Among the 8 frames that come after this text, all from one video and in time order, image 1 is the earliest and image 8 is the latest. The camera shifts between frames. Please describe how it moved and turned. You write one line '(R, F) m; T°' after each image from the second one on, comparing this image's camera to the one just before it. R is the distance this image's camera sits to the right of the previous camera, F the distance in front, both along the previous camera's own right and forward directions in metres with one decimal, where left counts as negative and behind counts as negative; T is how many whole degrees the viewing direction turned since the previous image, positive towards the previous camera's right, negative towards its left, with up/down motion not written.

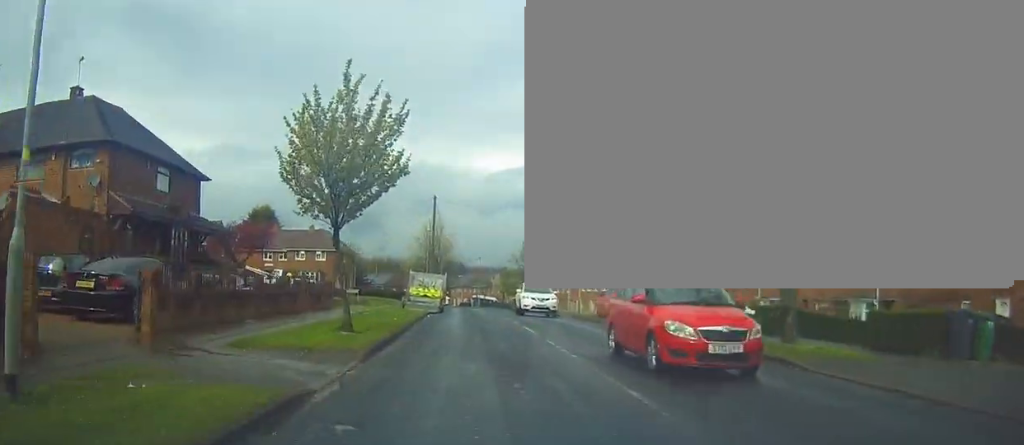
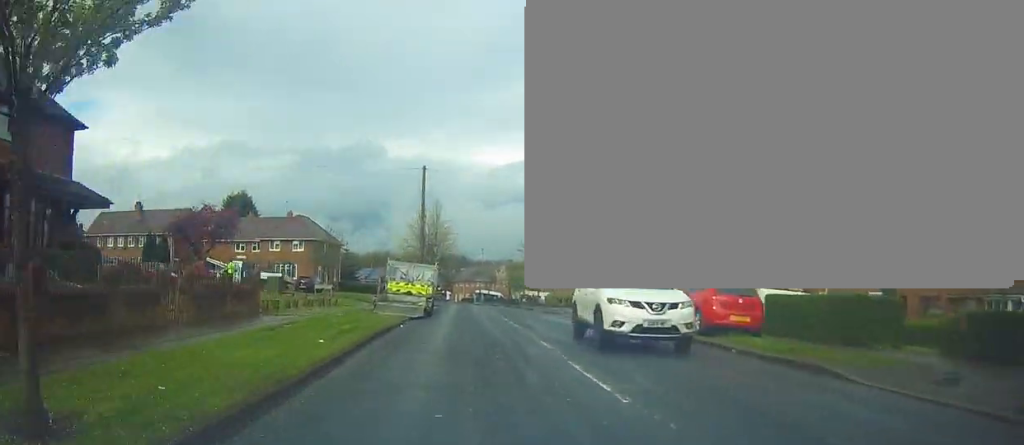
(-0.2, +10.9) m; 0°
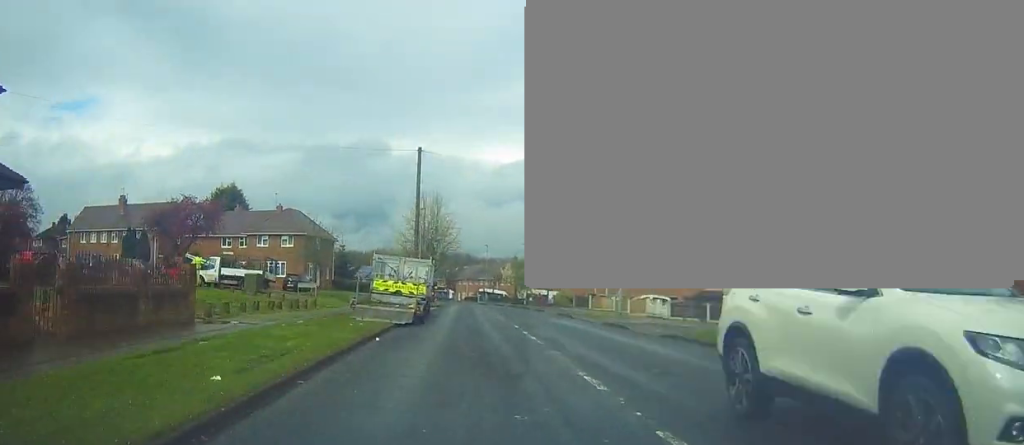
(0.0, +5.1) m; +1°
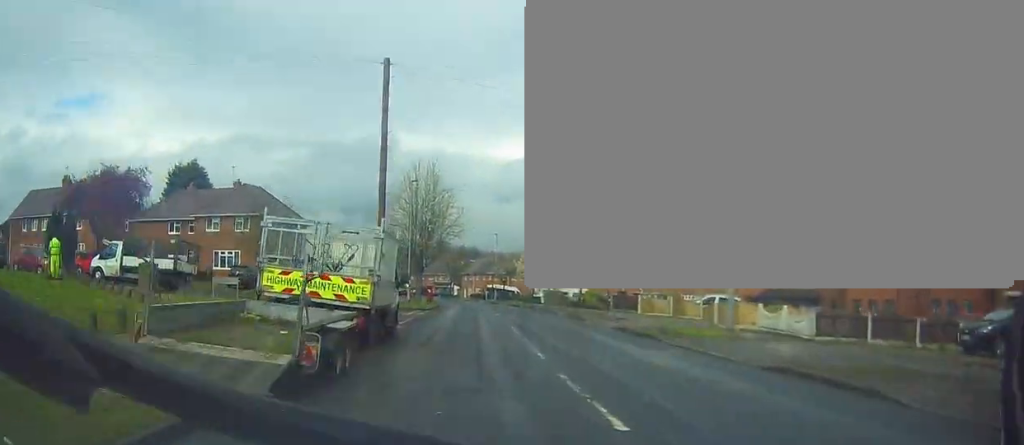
(+0.1, +14.0) m; -1°
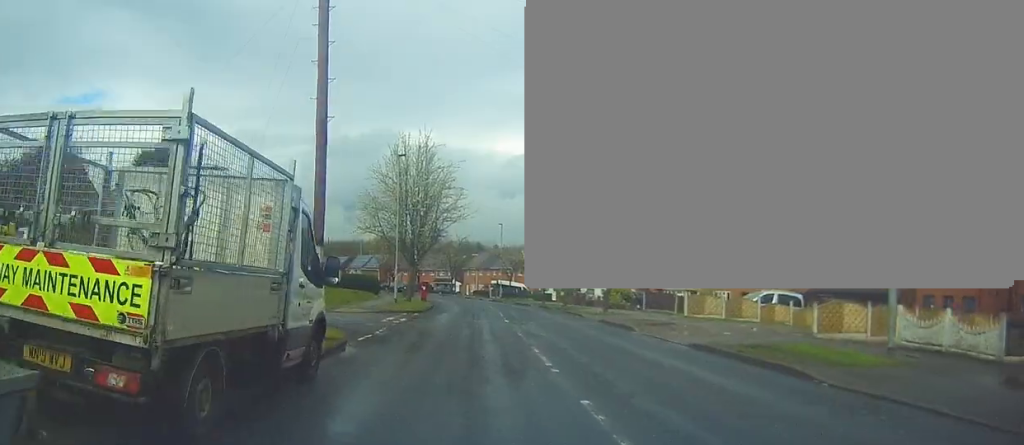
(-0.4, +8.0) m; 0°
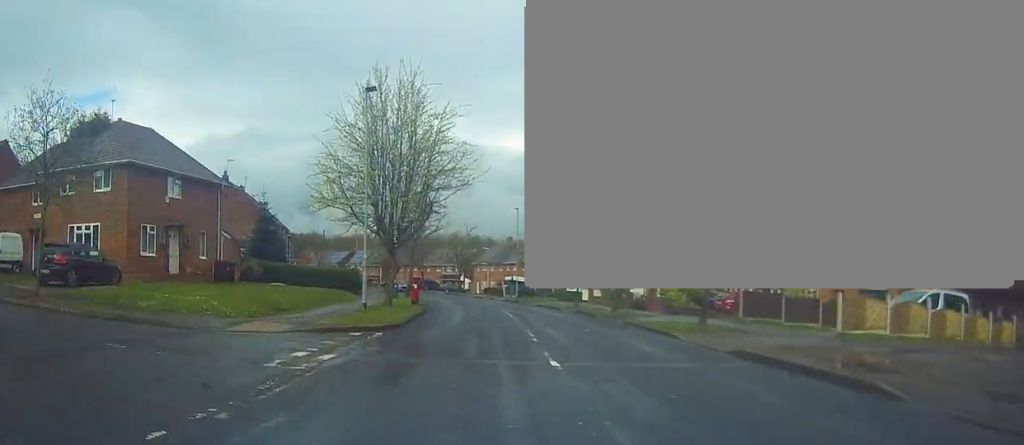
(+0.4, +12.8) m; 0°
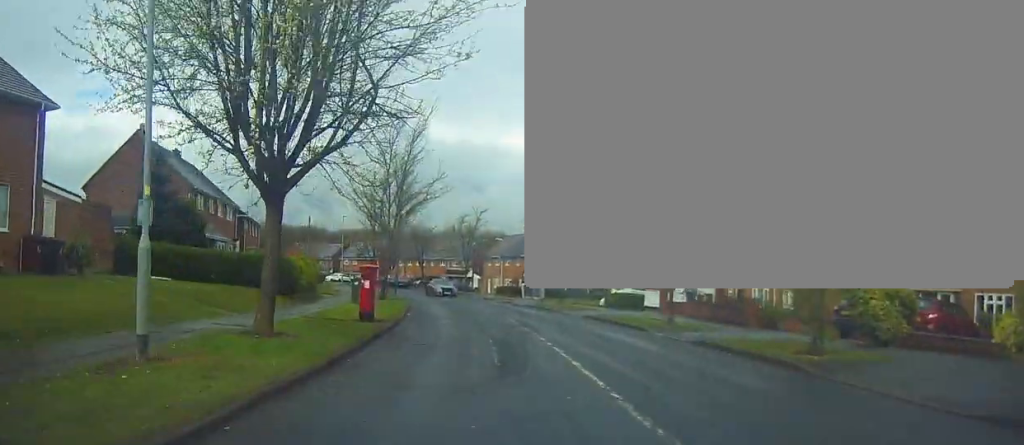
(-0.6, +17.2) m; -2°
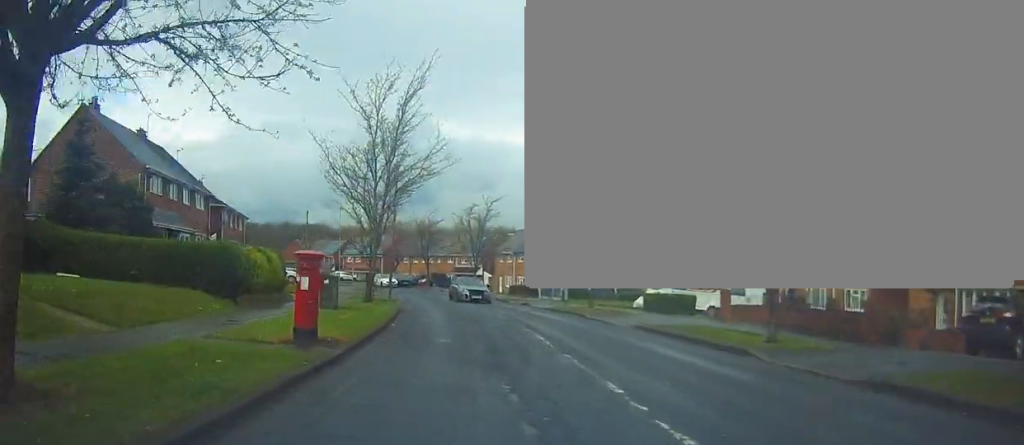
(+0.1, +7.1) m; -1°
